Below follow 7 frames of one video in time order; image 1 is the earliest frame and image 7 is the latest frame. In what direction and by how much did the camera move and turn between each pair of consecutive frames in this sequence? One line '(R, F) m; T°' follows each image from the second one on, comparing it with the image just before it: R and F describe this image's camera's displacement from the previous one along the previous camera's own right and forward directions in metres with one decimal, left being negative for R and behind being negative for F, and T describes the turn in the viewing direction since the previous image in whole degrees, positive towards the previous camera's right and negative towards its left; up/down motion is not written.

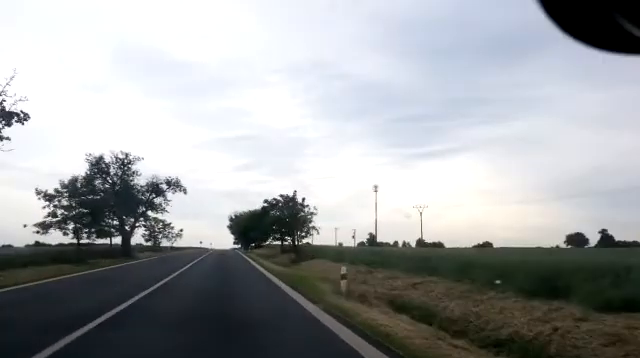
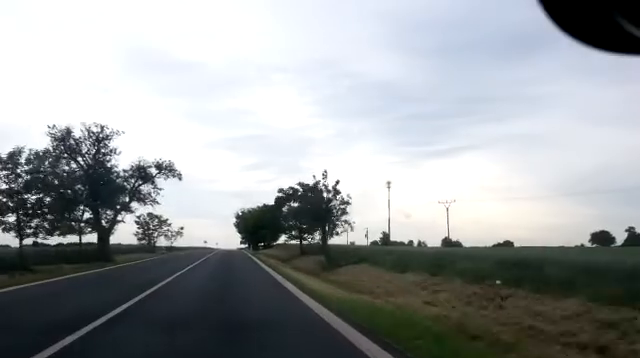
(-0.1, +11.3) m; -1°
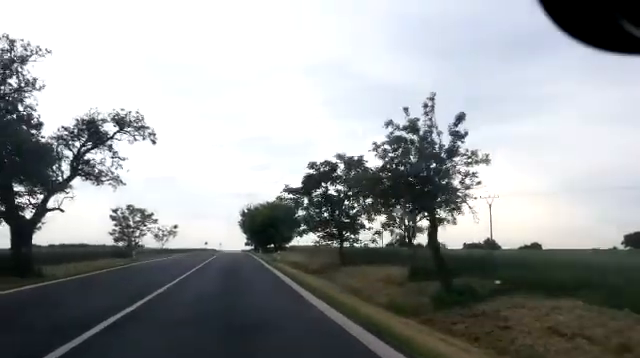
(-0.2, +17.6) m; -1°
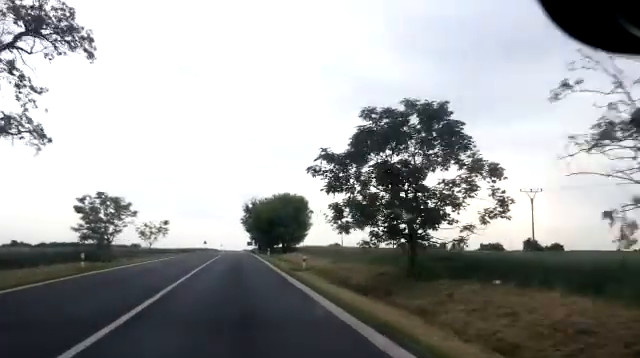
(0.0, +12.8) m; 0°
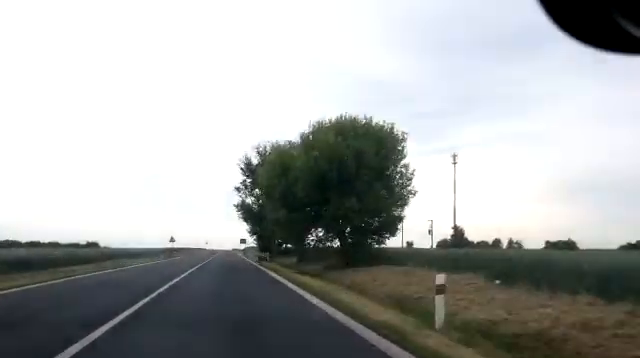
(-0.4, +43.2) m; -2°
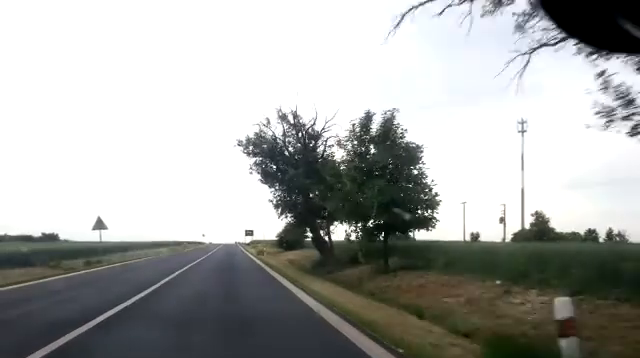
(-0.4, +37.3) m; -1°
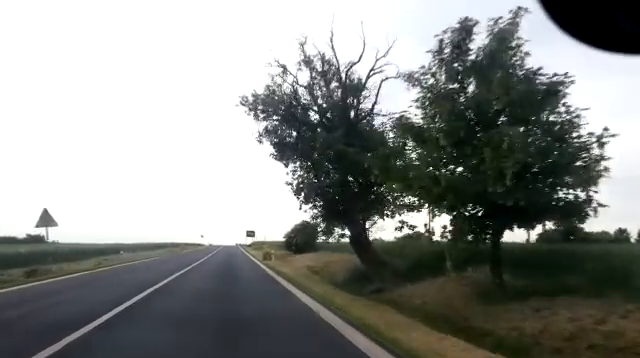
(0.0, +8.6) m; 0°
